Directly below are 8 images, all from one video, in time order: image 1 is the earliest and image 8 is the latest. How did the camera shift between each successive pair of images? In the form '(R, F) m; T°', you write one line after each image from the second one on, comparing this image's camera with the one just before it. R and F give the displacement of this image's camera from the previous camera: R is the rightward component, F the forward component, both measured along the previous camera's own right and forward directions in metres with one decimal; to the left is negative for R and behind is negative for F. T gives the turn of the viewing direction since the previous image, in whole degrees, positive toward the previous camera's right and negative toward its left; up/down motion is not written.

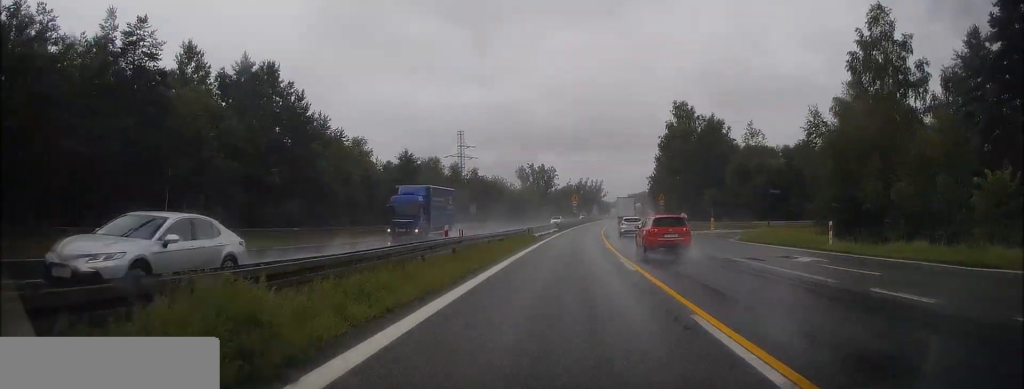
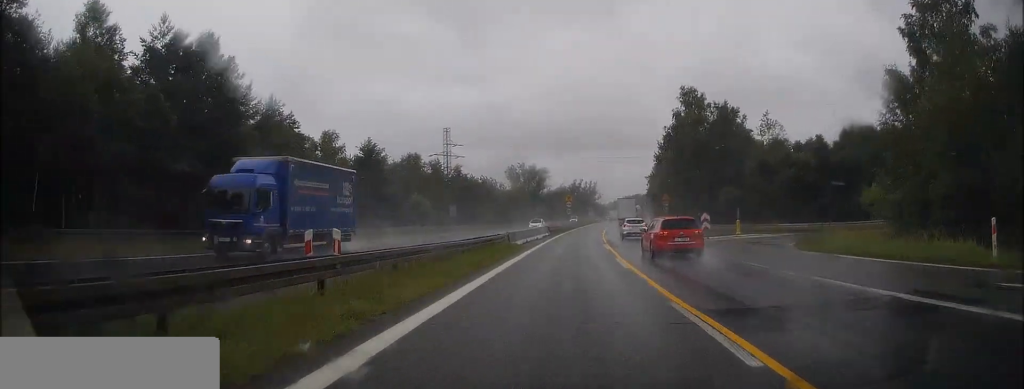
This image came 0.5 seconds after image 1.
(+0.2, +10.4) m; +1°
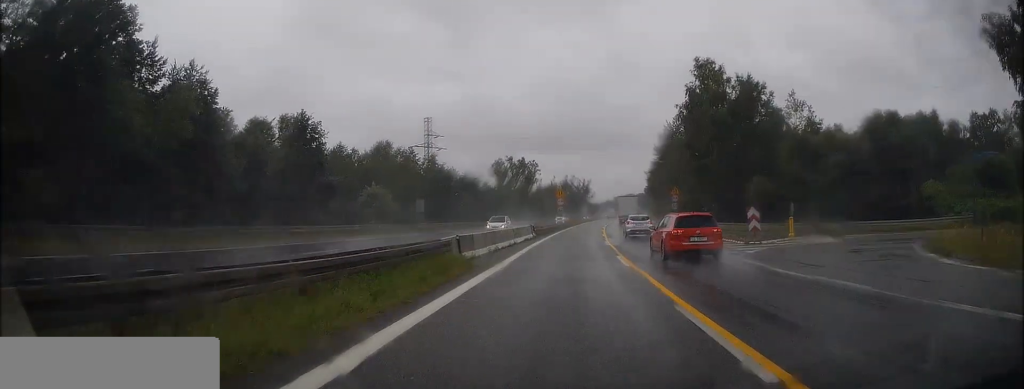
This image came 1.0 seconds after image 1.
(+0.1, +12.6) m; +1°
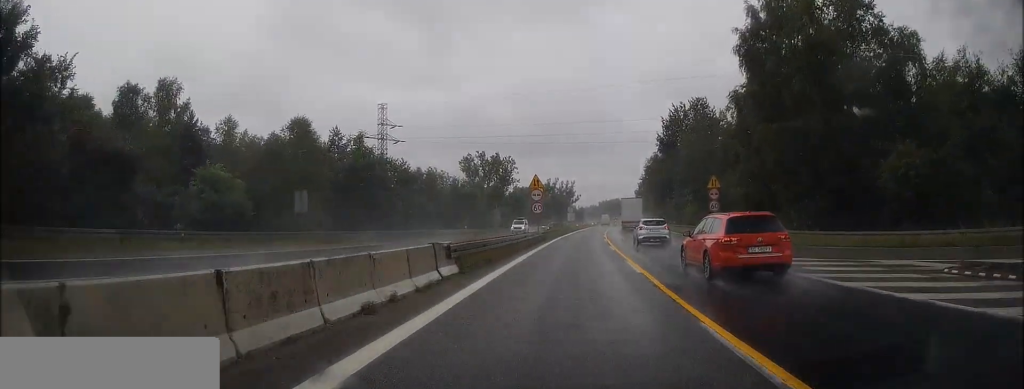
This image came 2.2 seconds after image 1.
(+0.5, +25.5) m; +1°
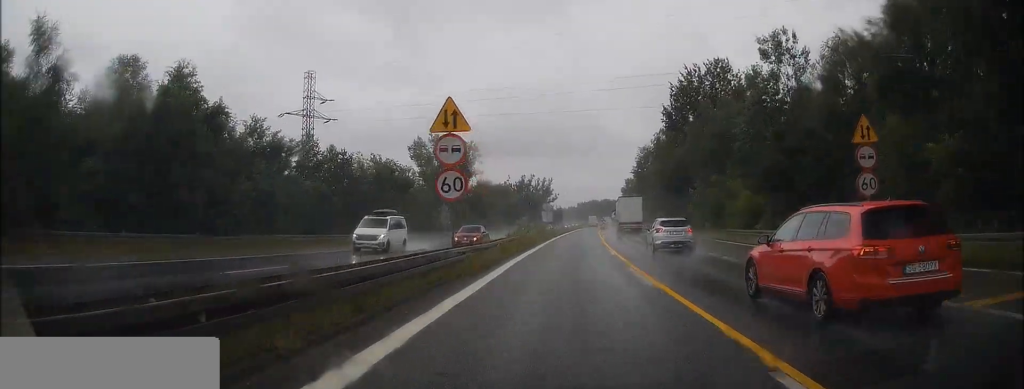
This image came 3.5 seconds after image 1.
(+0.1, +27.0) m; +1°
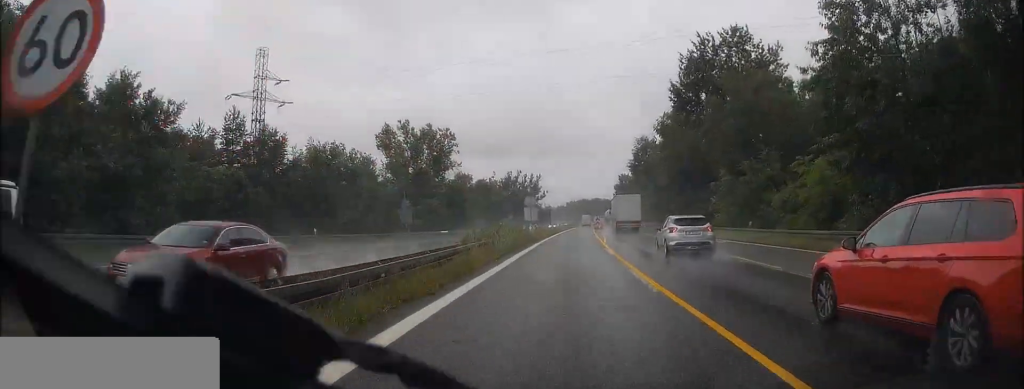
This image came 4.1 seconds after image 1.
(+0.1, +13.3) m; +1°
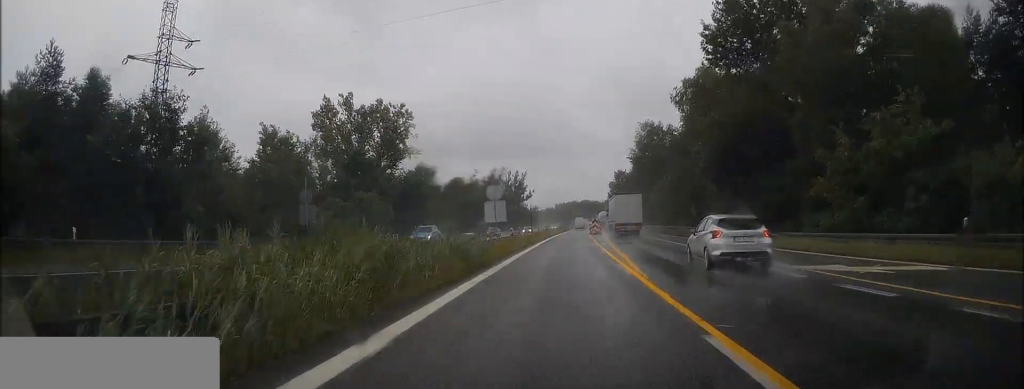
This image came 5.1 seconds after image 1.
(+0.2, +20.7) m; +1°
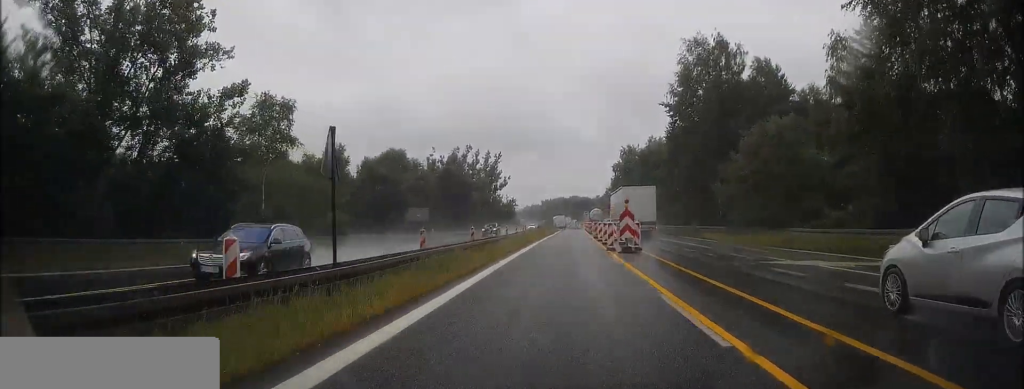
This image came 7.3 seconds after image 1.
(+0.8, +44.3) m; +1°
